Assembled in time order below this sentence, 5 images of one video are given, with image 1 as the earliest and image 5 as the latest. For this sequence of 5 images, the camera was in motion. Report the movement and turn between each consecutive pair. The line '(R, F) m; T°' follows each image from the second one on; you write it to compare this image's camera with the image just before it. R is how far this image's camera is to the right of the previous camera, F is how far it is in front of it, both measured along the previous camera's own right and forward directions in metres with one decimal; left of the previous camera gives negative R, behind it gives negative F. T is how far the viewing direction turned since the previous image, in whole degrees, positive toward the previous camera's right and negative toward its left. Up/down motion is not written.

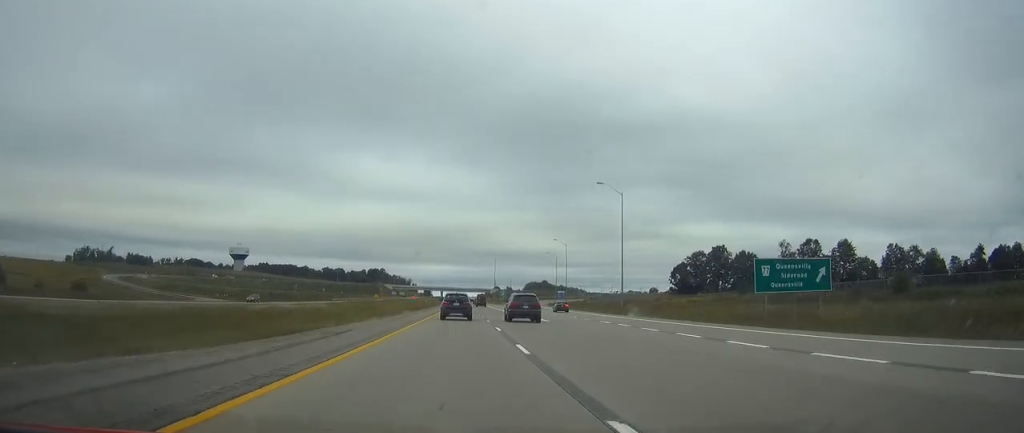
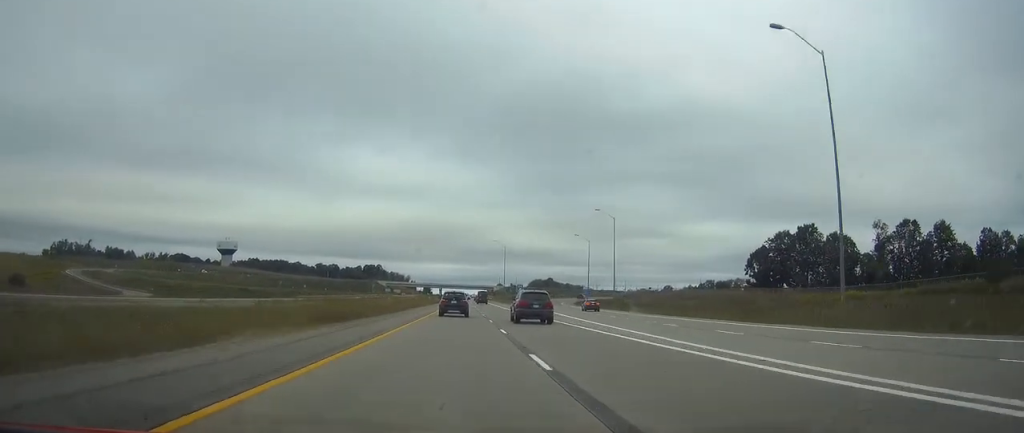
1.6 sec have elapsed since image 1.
(+0.1, +52.9) m; 0°
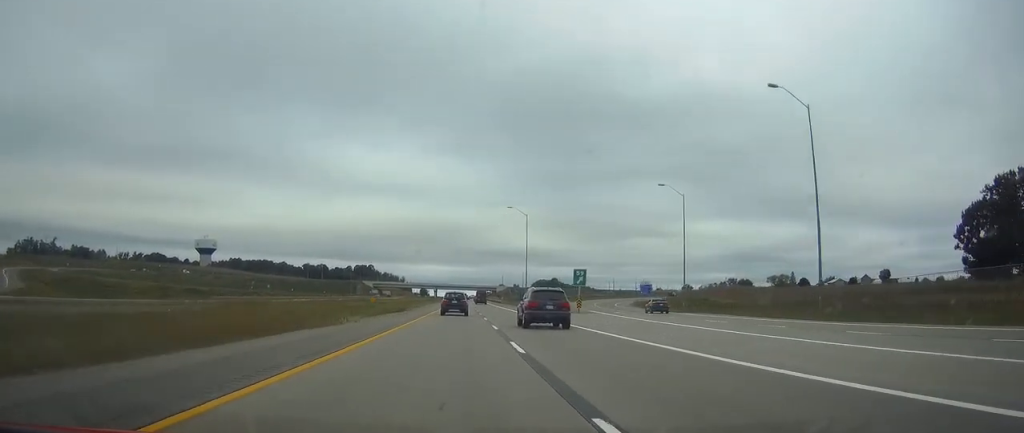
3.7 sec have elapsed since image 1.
(0.0, +69.2) m; 0°
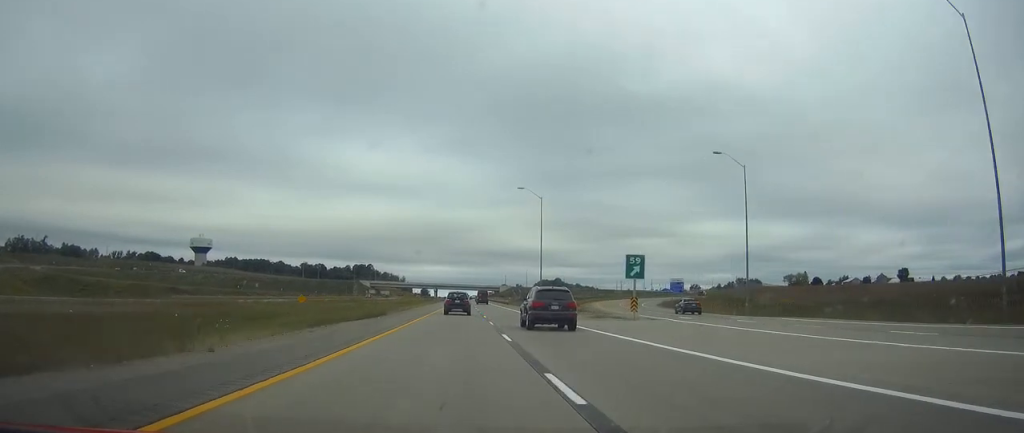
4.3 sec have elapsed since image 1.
(-0.1, +19.8) m; 0°
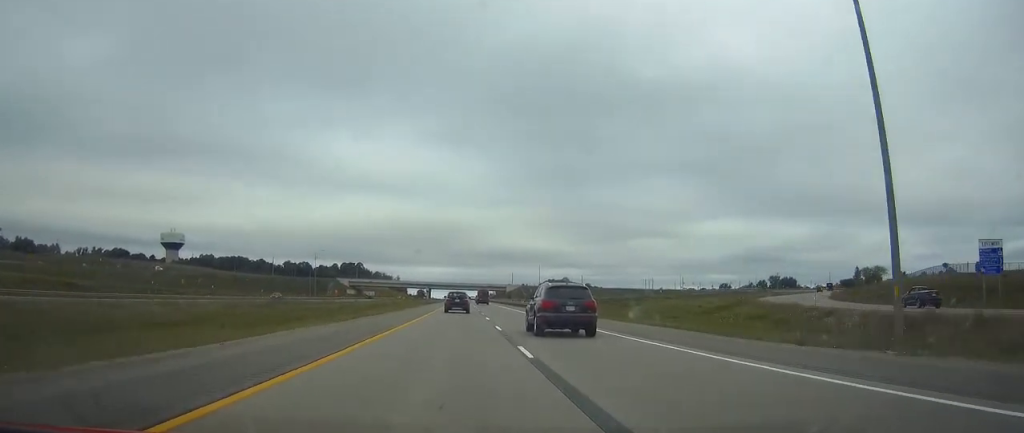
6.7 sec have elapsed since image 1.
(0.0, +79.3) m; 0°
